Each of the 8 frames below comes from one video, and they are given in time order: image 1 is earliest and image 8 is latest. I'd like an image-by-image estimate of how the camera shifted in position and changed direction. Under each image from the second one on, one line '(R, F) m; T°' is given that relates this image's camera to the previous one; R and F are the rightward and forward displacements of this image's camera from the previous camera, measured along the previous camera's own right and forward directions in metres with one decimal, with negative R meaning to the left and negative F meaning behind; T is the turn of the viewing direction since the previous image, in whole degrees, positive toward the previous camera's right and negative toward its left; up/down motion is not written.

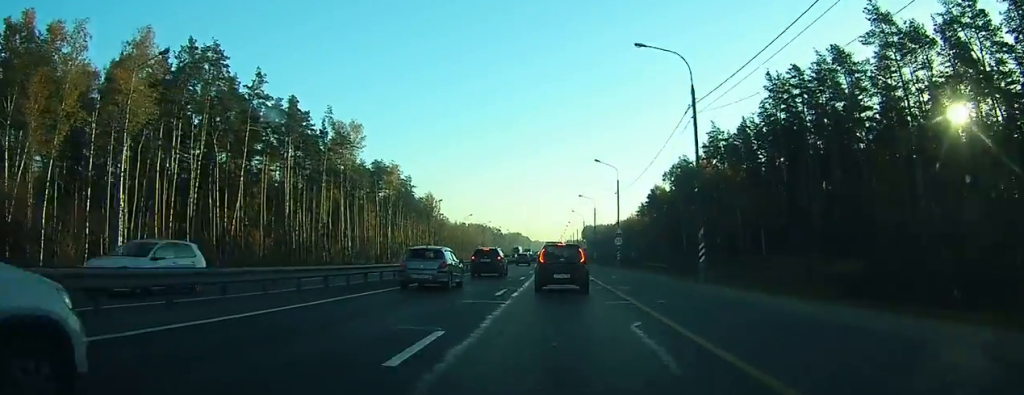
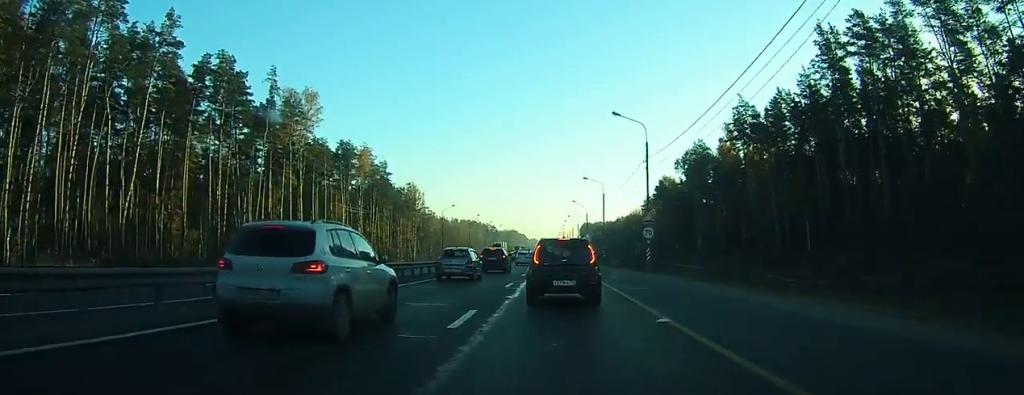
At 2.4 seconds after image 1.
(-0.2, +18.2) m; -1°
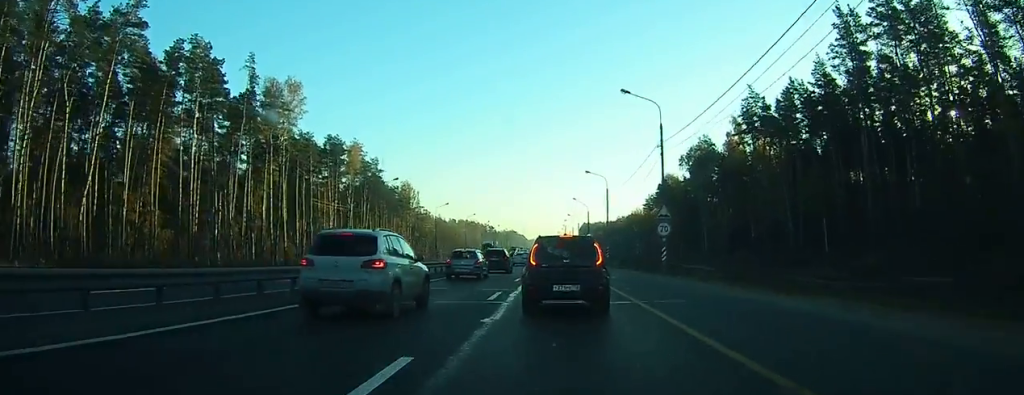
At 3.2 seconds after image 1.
(0.0, +5.0) m; 0°
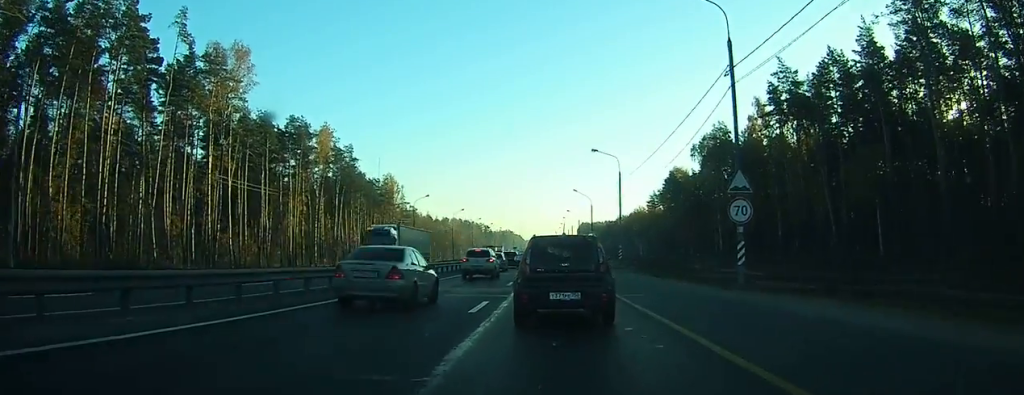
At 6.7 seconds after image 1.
(-0.2, +15.7) m; -3°
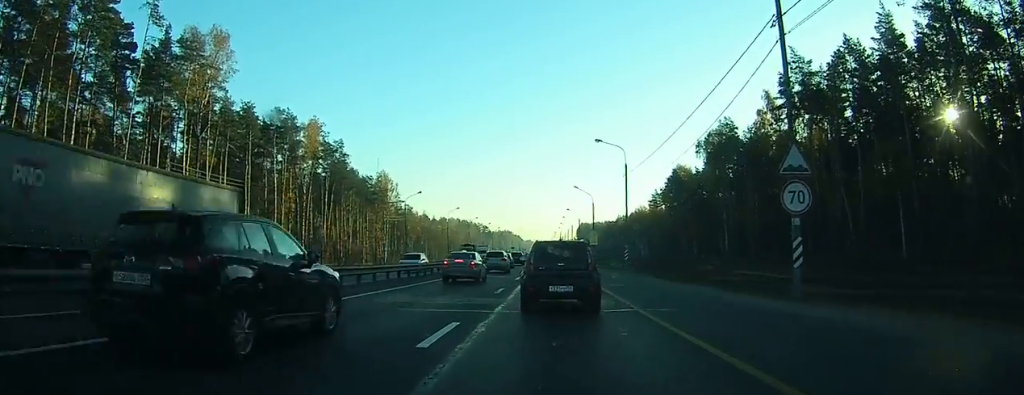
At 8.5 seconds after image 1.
(-0.2, +6.8) m; -2°
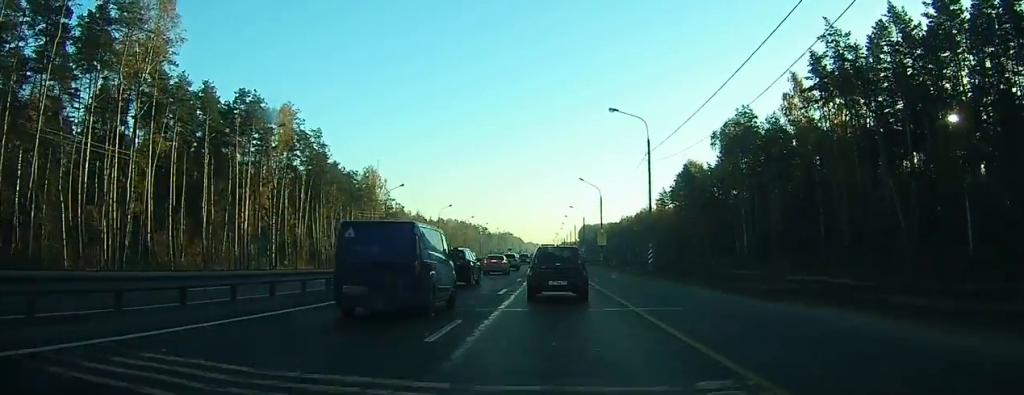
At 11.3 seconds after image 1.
(-0.1, +11.7) m; 0°
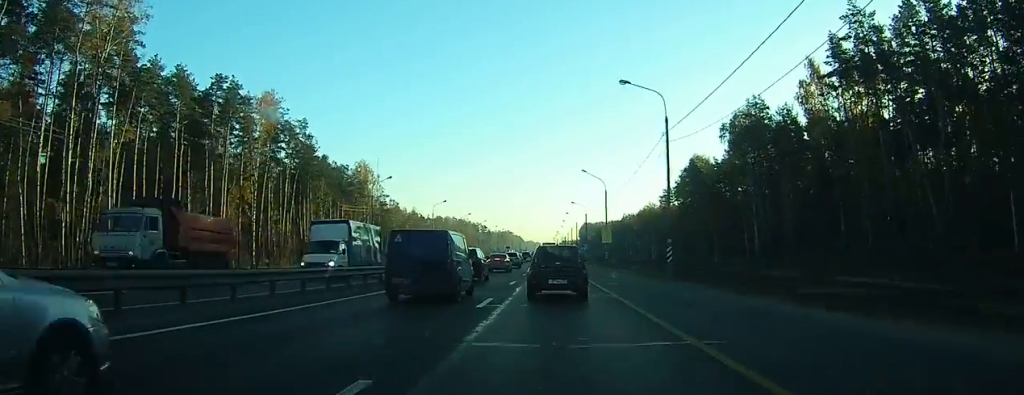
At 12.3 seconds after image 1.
(0.0, +5.1) m; 0°
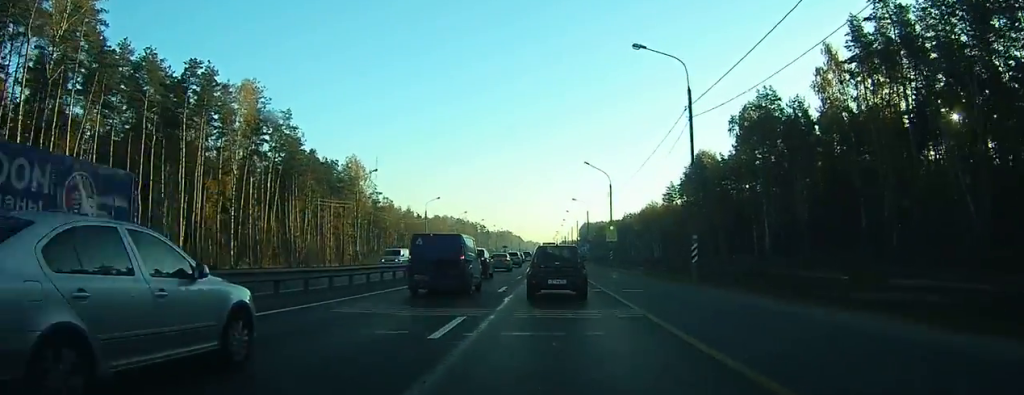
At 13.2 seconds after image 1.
(0.0, +4.7) m; 0°
